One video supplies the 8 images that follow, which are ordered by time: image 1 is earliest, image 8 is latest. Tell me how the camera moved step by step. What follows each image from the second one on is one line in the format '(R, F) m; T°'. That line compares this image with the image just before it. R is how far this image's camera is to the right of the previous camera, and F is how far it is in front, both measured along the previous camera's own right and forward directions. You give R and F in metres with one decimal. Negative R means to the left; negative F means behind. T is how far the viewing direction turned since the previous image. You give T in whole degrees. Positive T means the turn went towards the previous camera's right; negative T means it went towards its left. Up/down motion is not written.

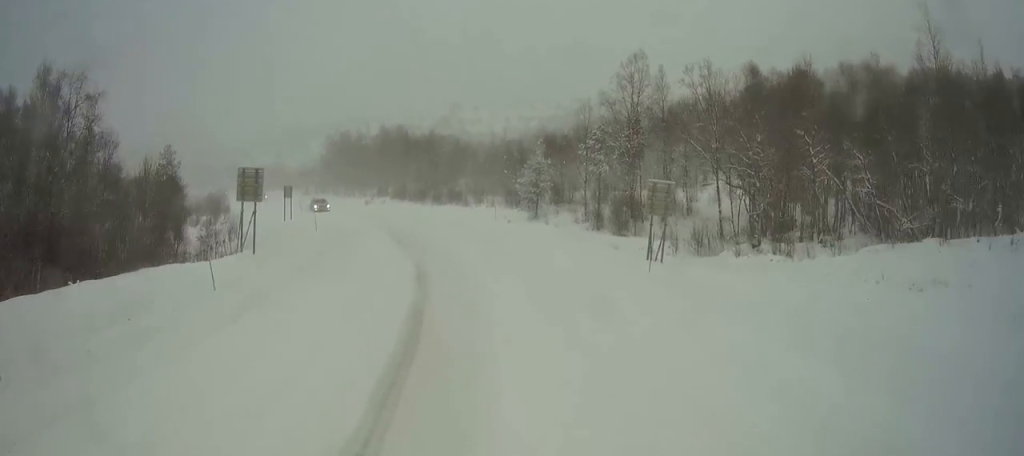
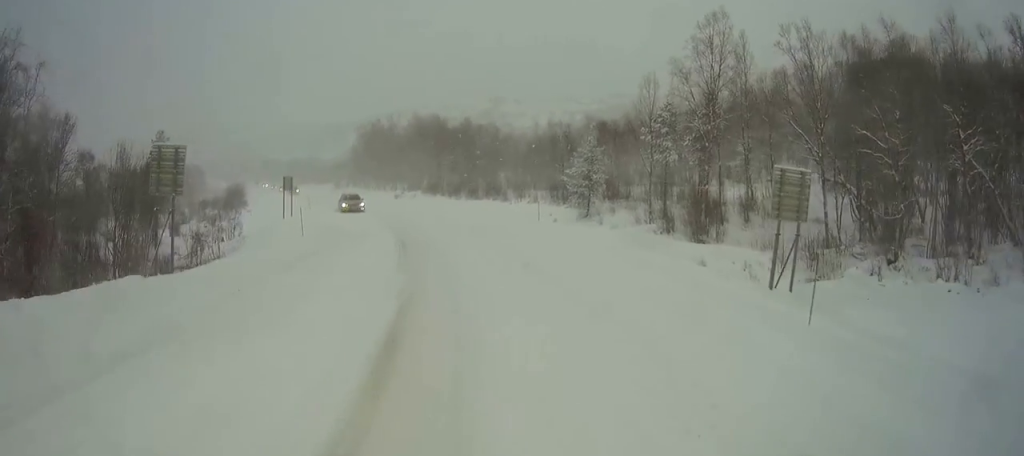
(0.0, +9.5) m; 0°
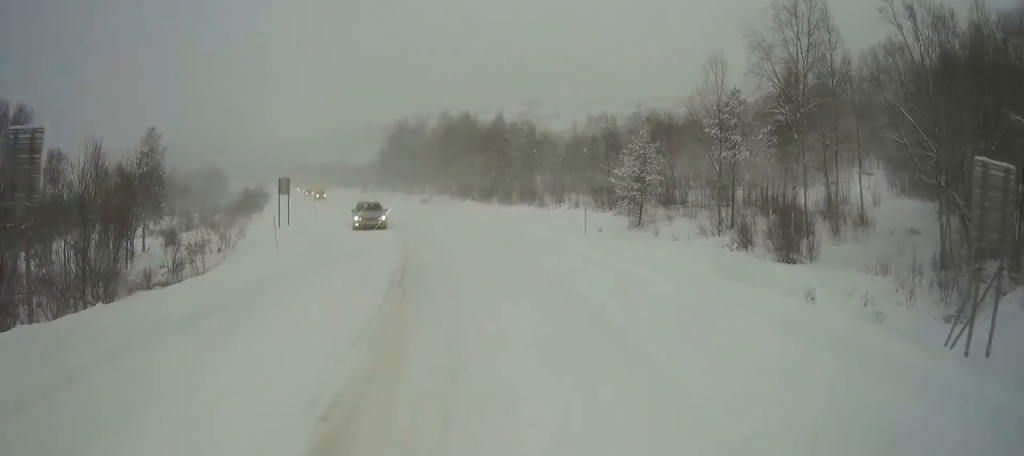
(0.0, +7.2) m; -2°
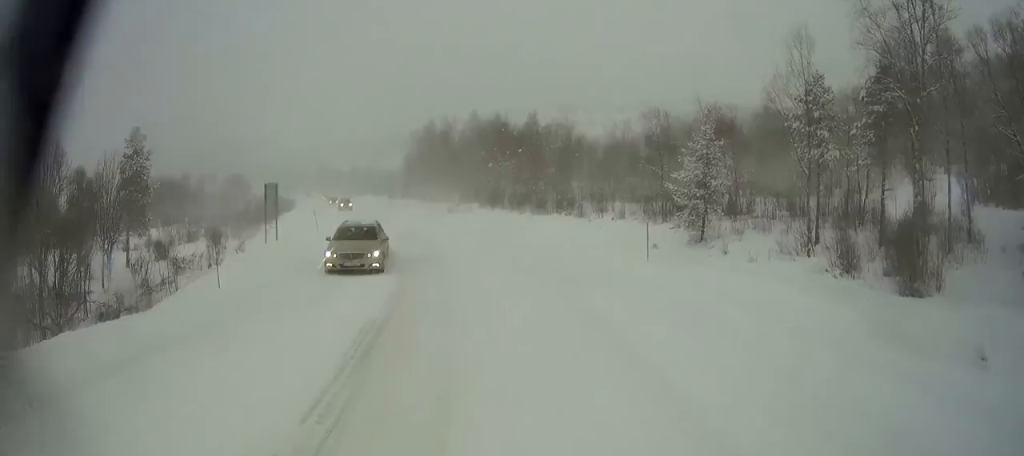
(+0.2, +6.9) m; -3°
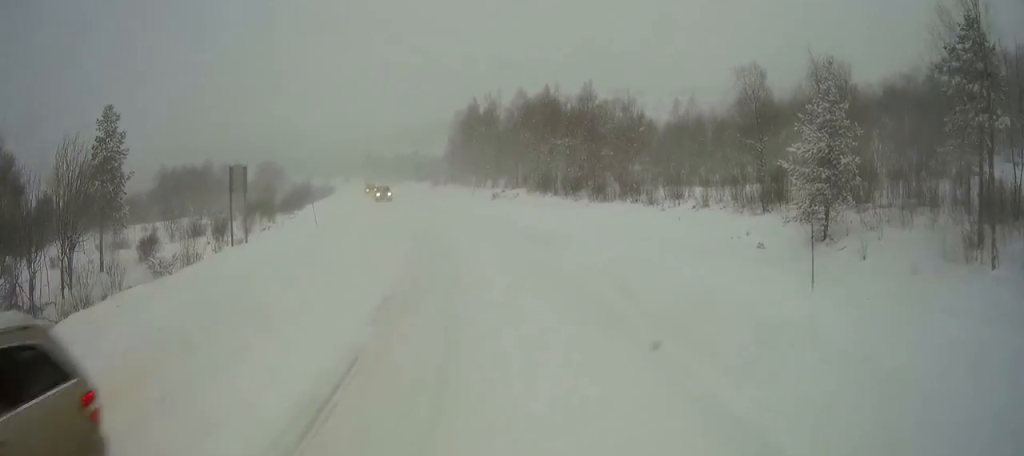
(-0.6, +8.9) m; -5°
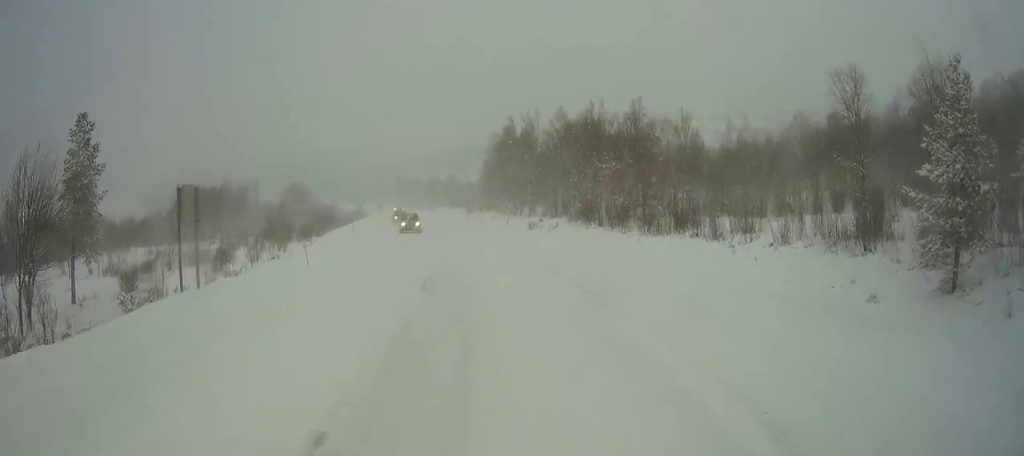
(-0.2, +6.3) m; -3°
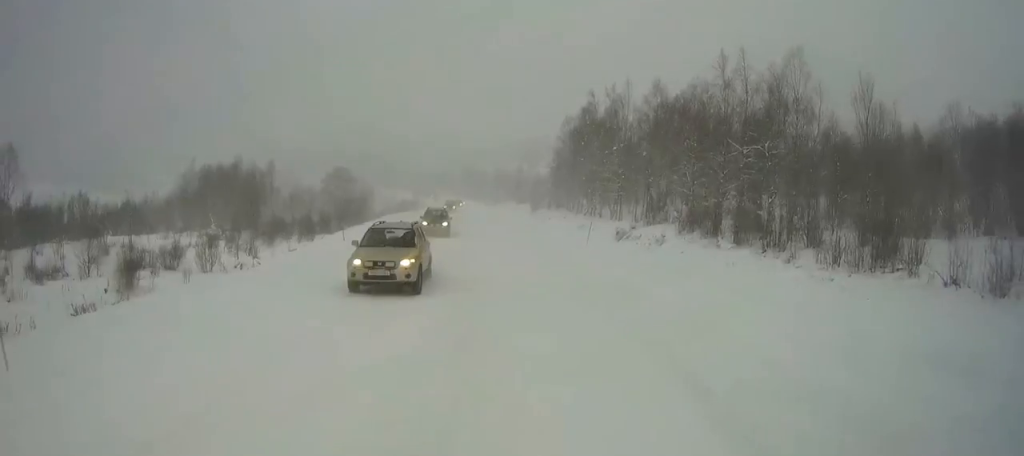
(-1.3, +18.3) m; -7°
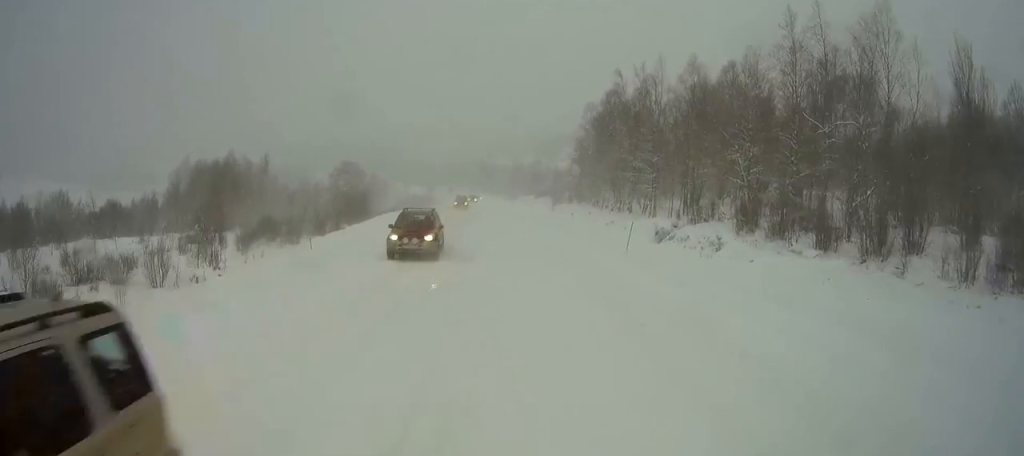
(-0.2, +7.4) m; -2°
